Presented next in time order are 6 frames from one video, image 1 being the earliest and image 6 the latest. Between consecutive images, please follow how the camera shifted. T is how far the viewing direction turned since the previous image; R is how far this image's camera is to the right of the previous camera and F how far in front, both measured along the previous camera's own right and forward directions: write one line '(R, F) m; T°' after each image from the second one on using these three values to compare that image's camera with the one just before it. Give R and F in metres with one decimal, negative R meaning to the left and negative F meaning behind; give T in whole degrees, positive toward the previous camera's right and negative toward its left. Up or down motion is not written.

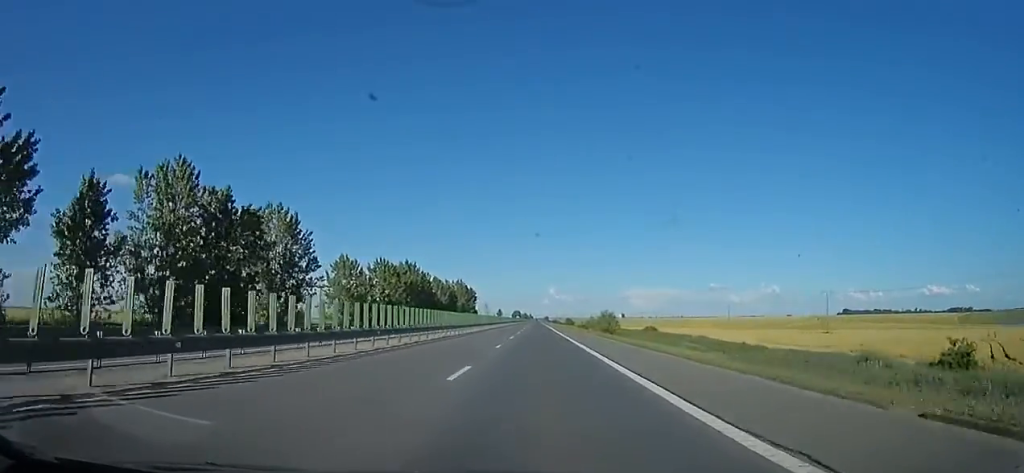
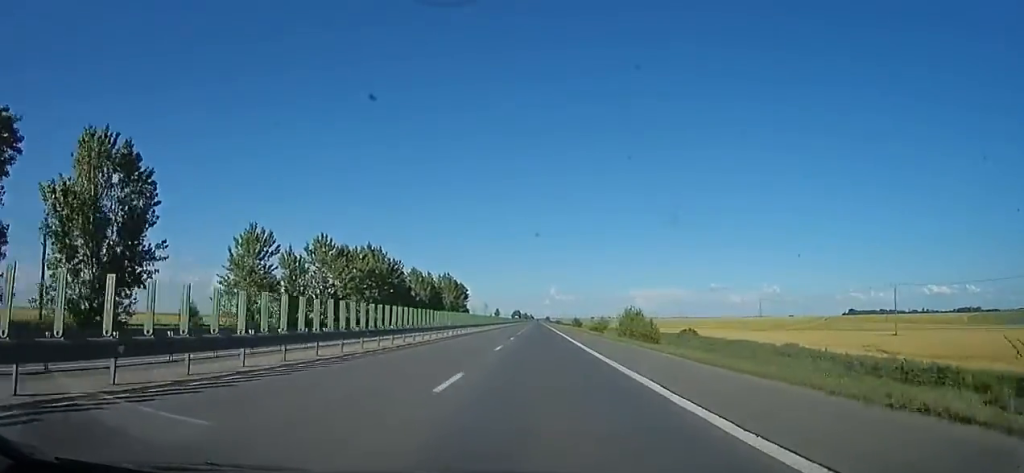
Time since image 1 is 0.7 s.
(-0.1, +23.5) m; +1°
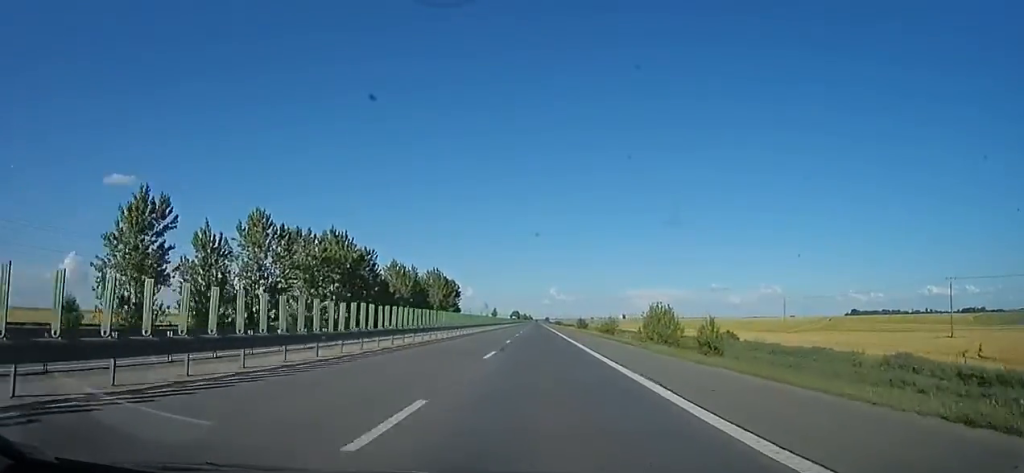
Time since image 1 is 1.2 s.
(+0.4, +15.1) m; +1°
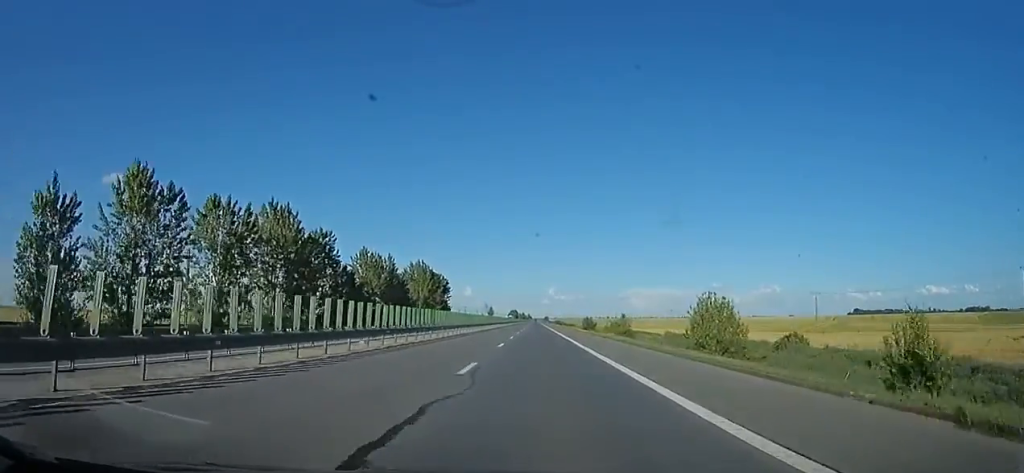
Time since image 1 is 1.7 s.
(+0.1, +16.4) m; 0°
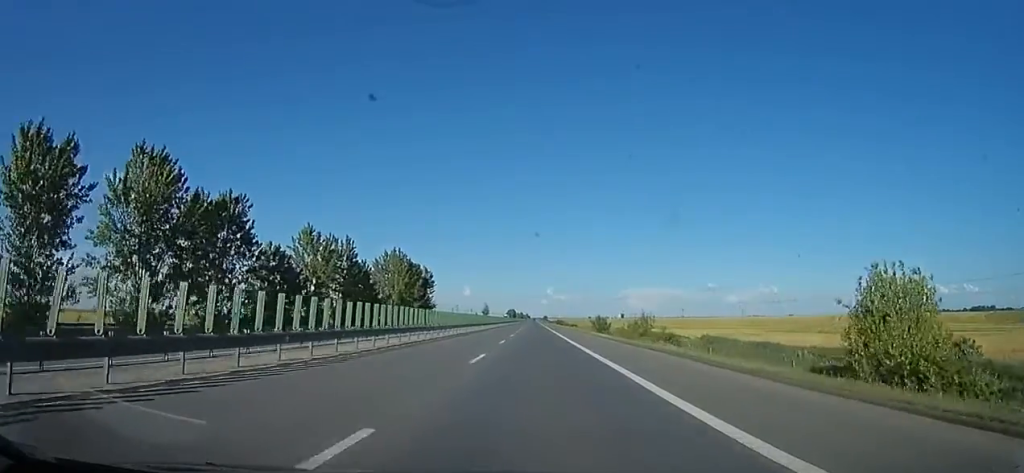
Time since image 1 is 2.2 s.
(+0.1, +20.0) m; -1°
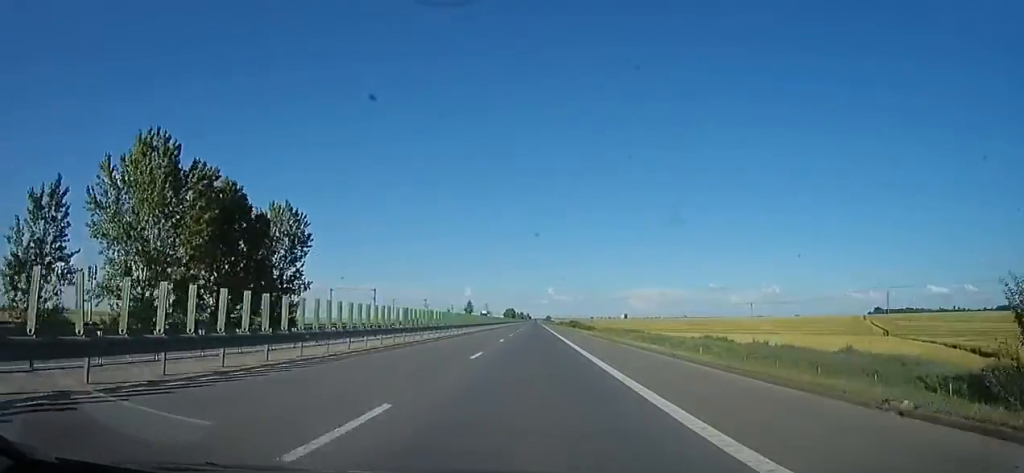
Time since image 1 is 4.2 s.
(-0.5, +68.6) m; 0°
